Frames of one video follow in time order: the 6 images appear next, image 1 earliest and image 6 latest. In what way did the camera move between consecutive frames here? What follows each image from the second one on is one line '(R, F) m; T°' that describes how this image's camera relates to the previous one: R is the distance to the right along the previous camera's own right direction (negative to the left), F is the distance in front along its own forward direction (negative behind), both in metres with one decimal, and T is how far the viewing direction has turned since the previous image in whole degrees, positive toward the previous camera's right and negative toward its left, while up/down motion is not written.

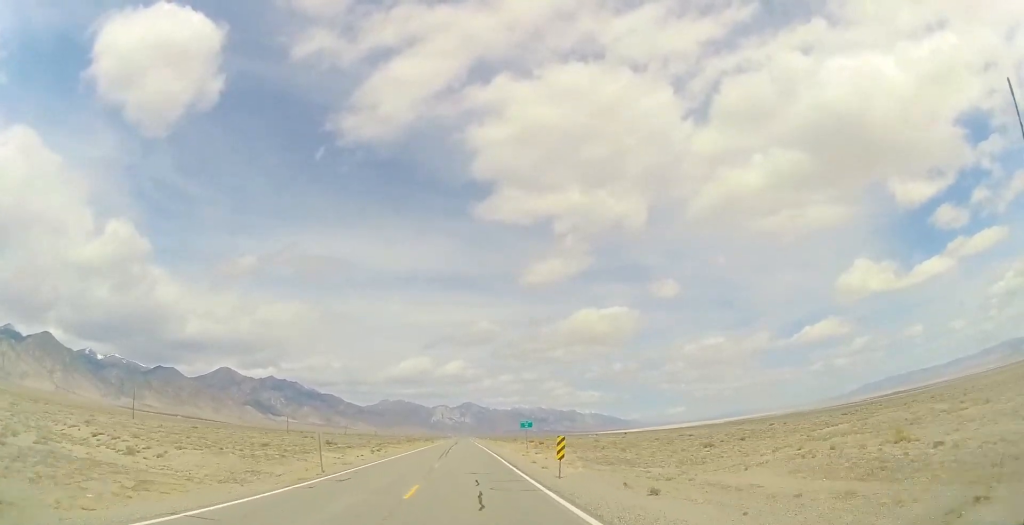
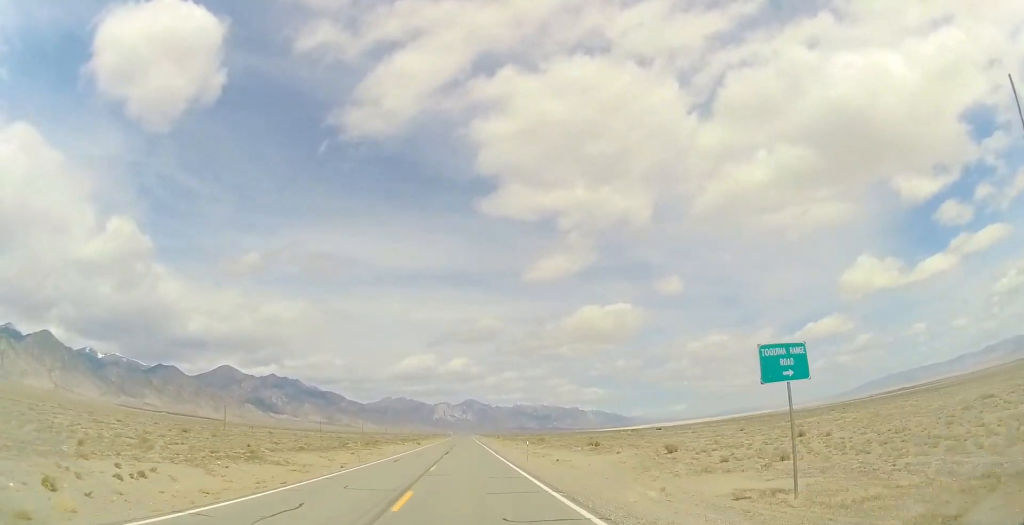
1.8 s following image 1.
(+0.1, +51.3) m; 0°
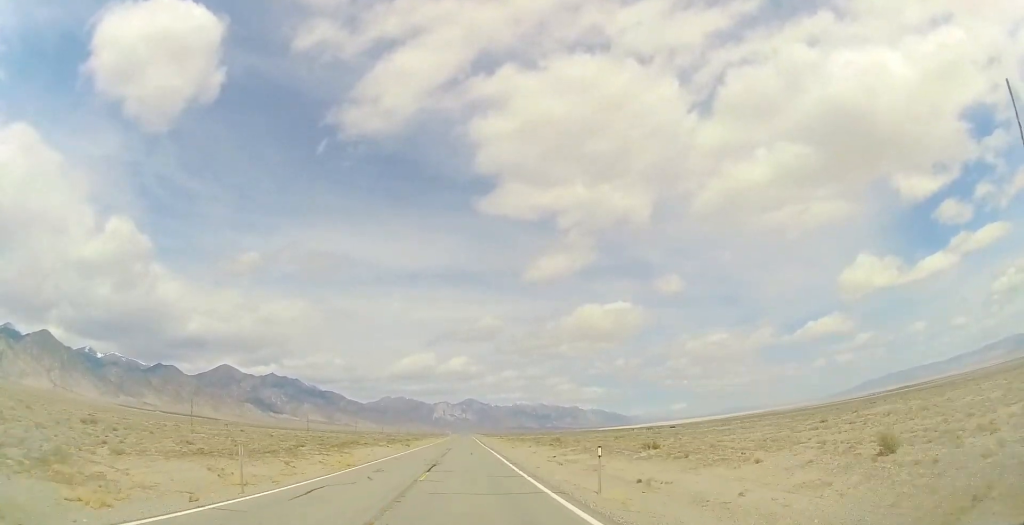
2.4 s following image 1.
(-0.3, +17.4) m; 0°
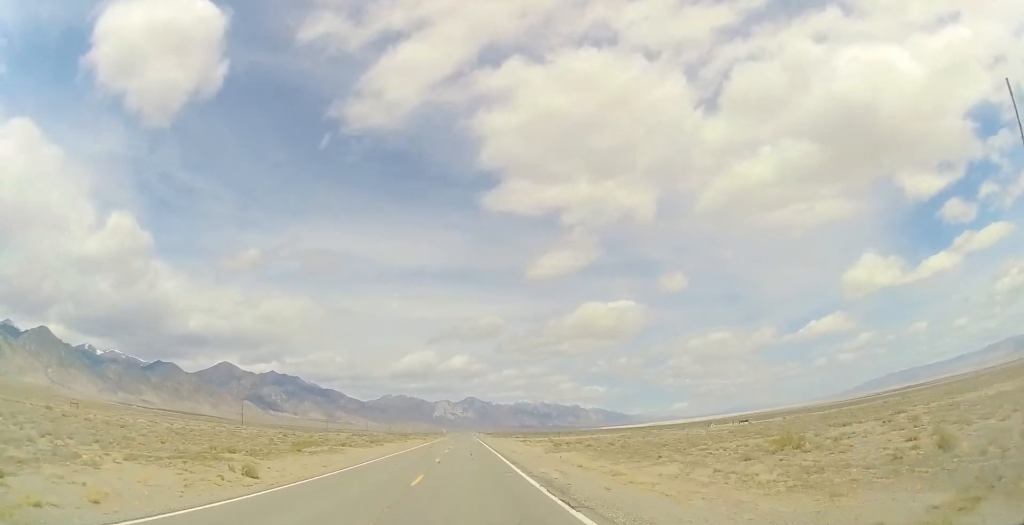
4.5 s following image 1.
(-0.9, +61.6) m; -1°
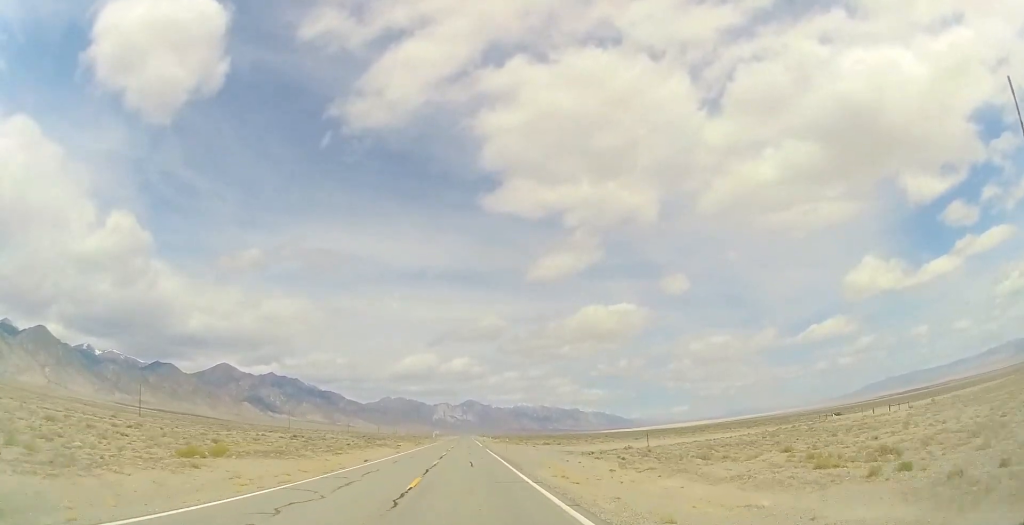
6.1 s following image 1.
(+0.7, +49.4) m; +2°
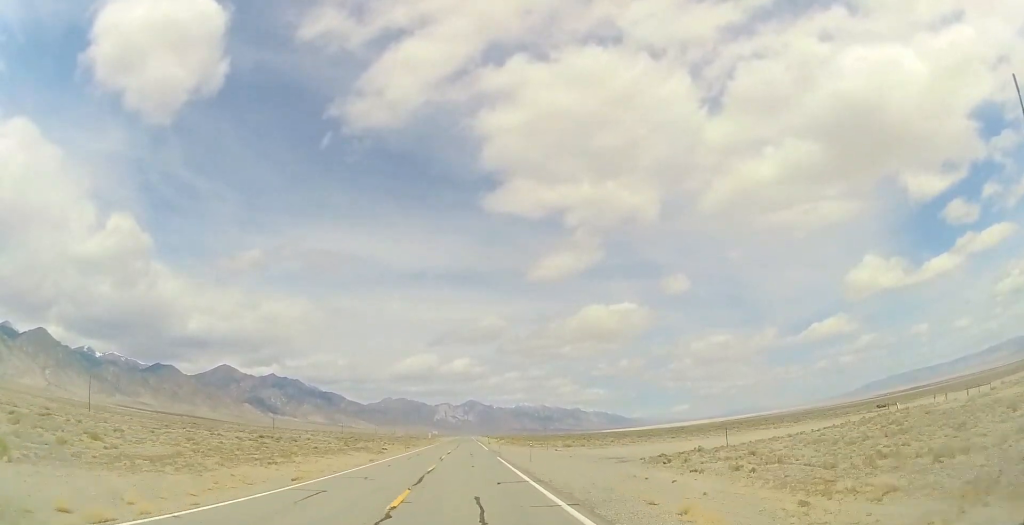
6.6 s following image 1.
(+0.2, +16.3) m; 0°
